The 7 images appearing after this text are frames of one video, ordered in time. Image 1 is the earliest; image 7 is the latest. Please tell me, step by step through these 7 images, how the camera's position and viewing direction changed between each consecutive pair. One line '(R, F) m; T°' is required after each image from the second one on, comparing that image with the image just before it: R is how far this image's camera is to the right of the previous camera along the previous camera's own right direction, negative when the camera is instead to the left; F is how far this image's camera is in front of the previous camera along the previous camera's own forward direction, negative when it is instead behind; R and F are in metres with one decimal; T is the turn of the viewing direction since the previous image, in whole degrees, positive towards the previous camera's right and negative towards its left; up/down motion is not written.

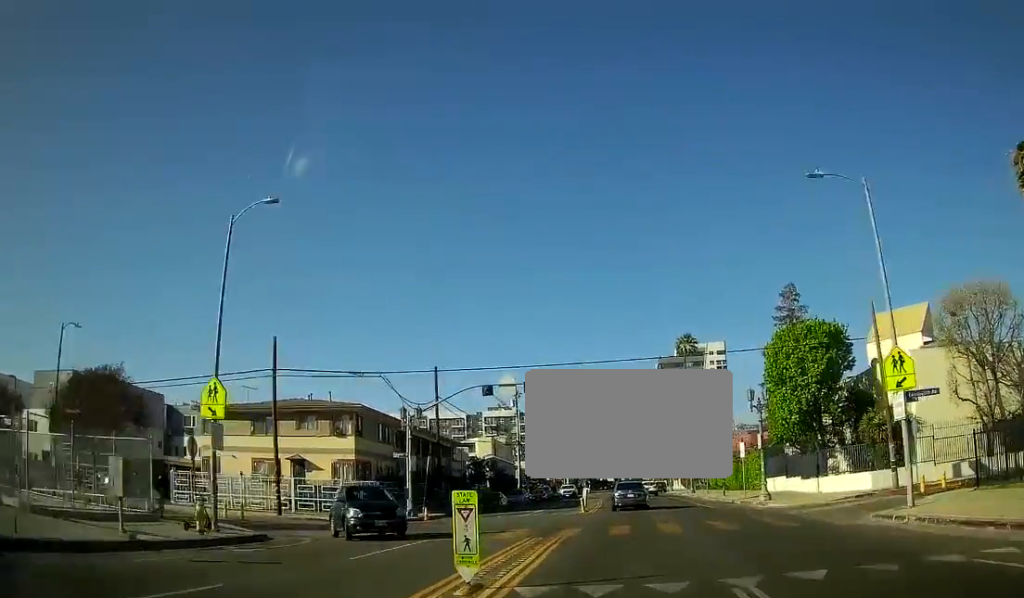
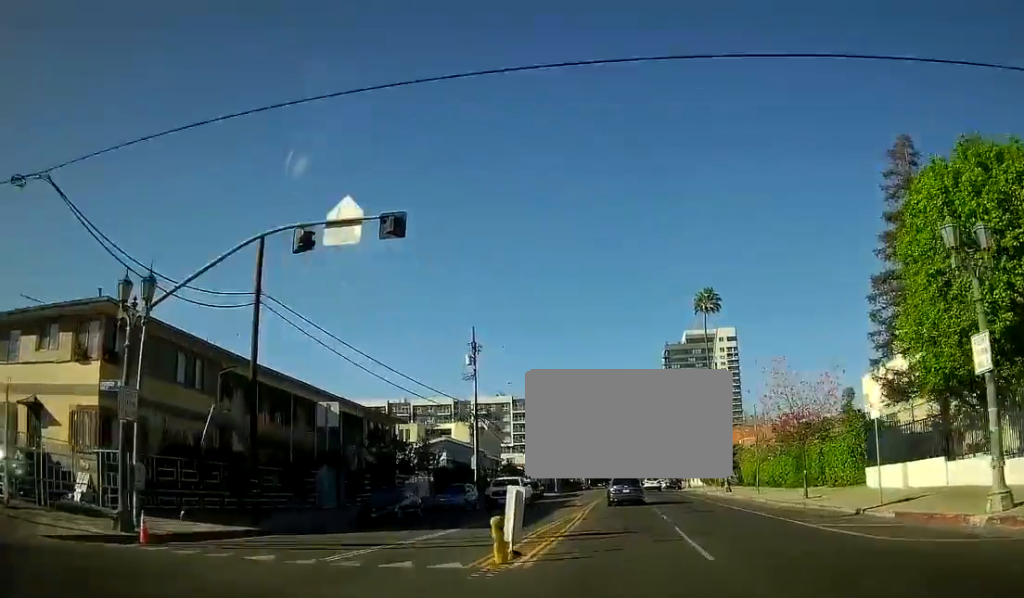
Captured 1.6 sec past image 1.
(0.0, +25.0) m; 0°
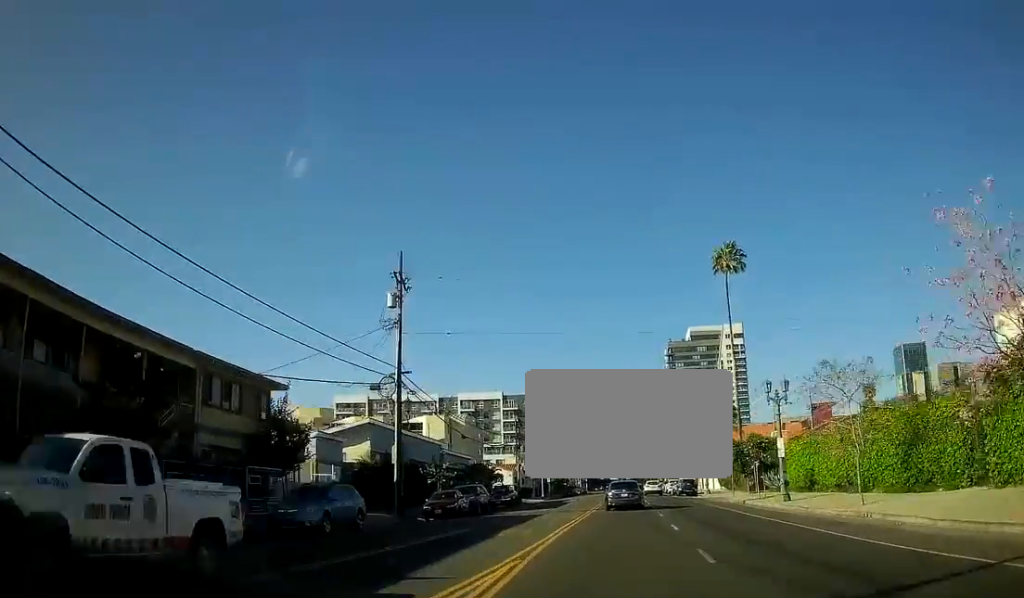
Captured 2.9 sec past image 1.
(0.0, +20.0) m; 0°
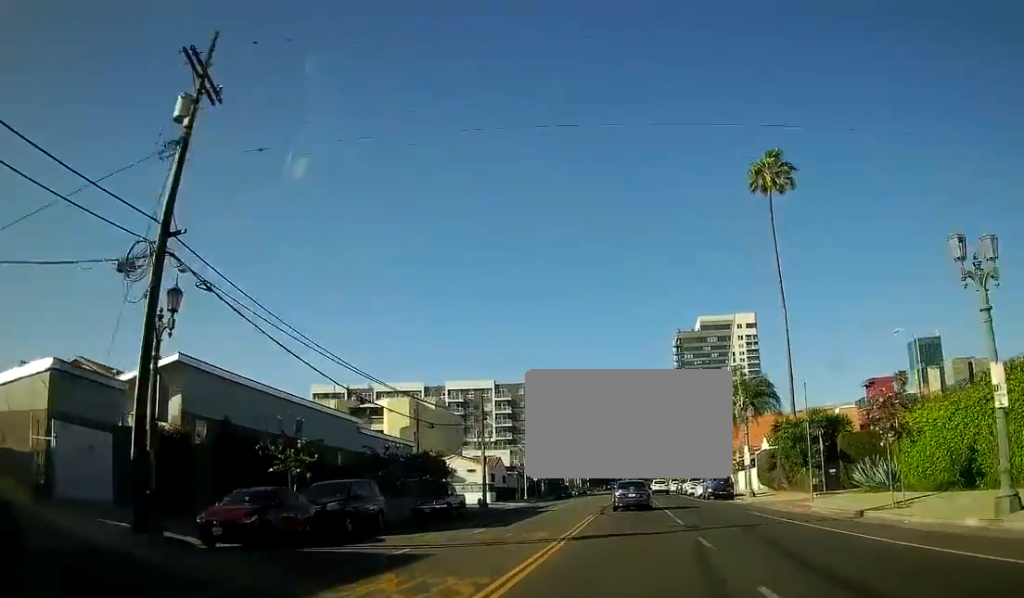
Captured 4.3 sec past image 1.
(0.0, +20.6) m; 0°
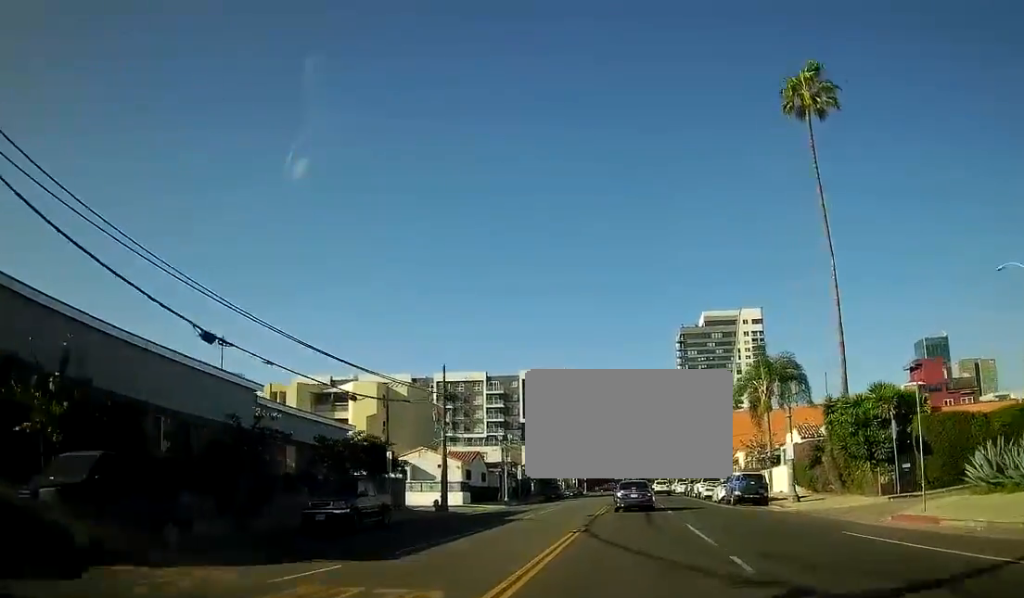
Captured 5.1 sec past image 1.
(0.0, +12.4) m; 0°
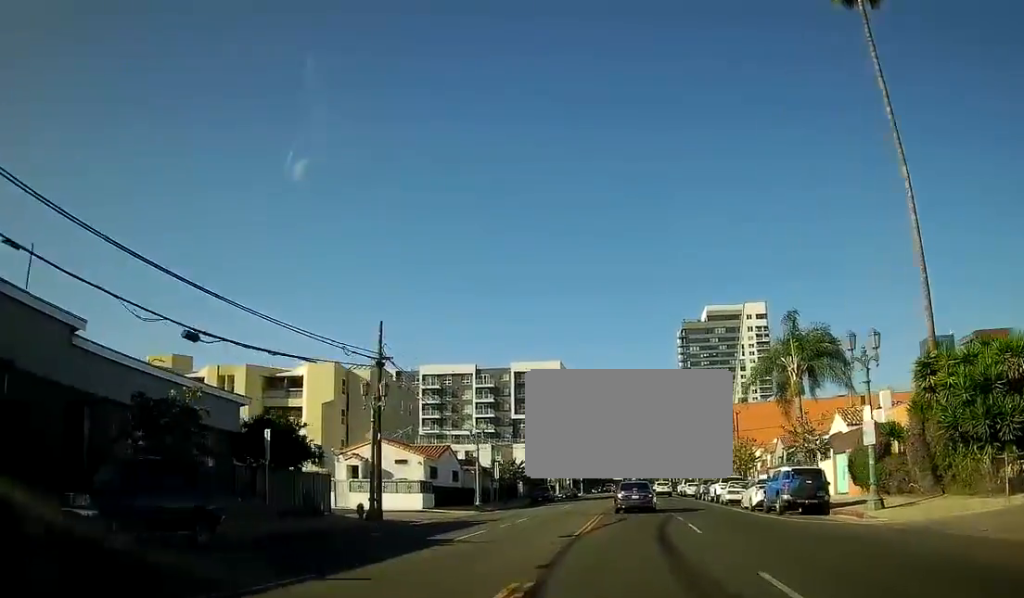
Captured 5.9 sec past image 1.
(0.0, +11.5) m; 0°
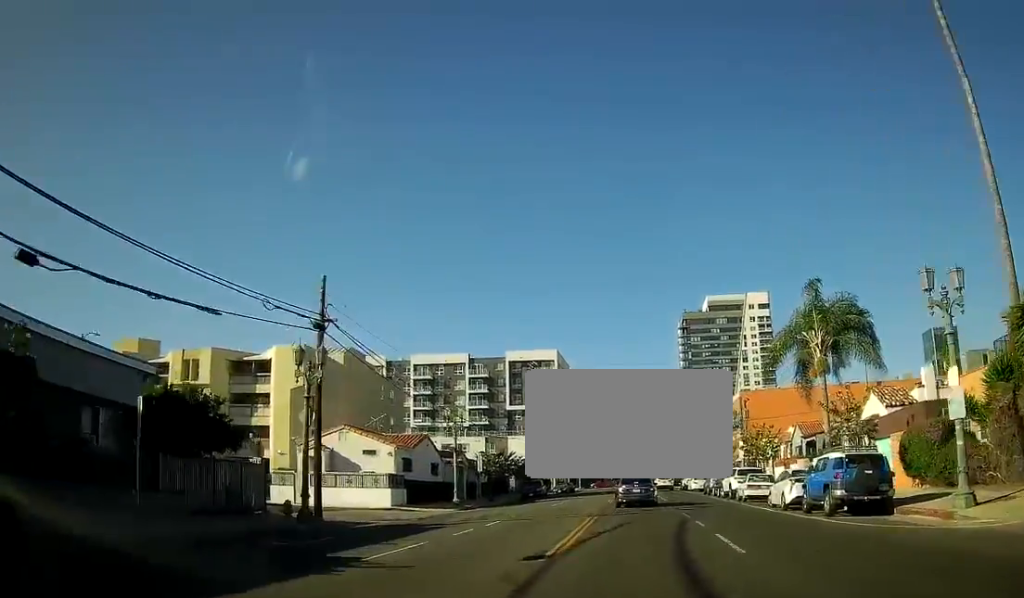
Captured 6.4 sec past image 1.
(0.0, +6.9) m; 0°
